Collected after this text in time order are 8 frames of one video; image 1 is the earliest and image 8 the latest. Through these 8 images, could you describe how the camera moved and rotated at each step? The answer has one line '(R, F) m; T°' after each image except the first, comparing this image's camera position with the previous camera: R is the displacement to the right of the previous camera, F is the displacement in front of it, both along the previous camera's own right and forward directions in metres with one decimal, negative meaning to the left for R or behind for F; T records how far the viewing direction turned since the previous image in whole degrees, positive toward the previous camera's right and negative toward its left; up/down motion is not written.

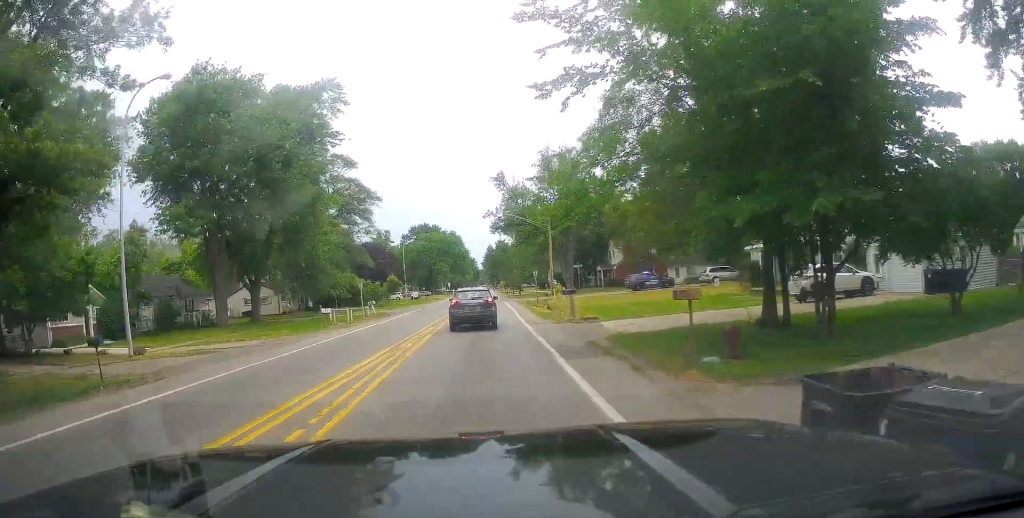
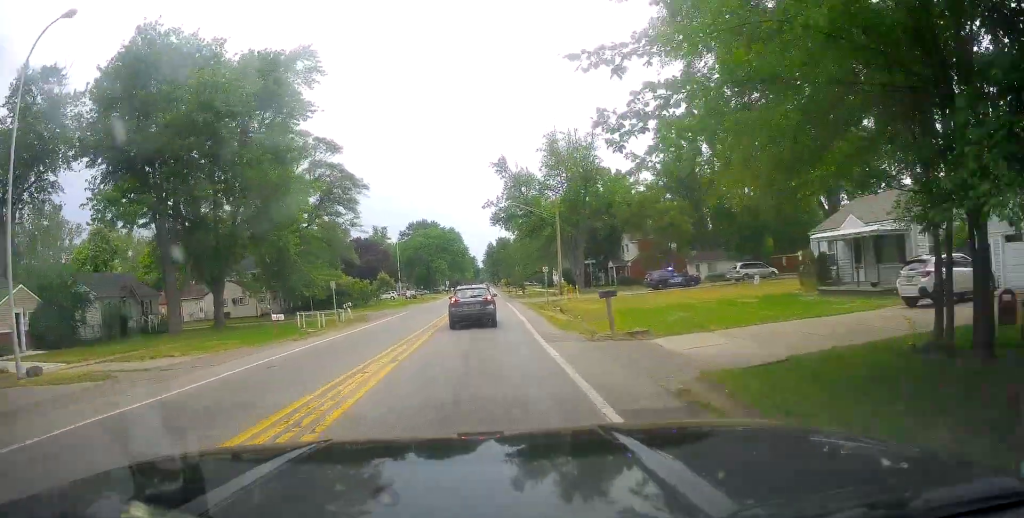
(+0.1, +7.7) m; +1°
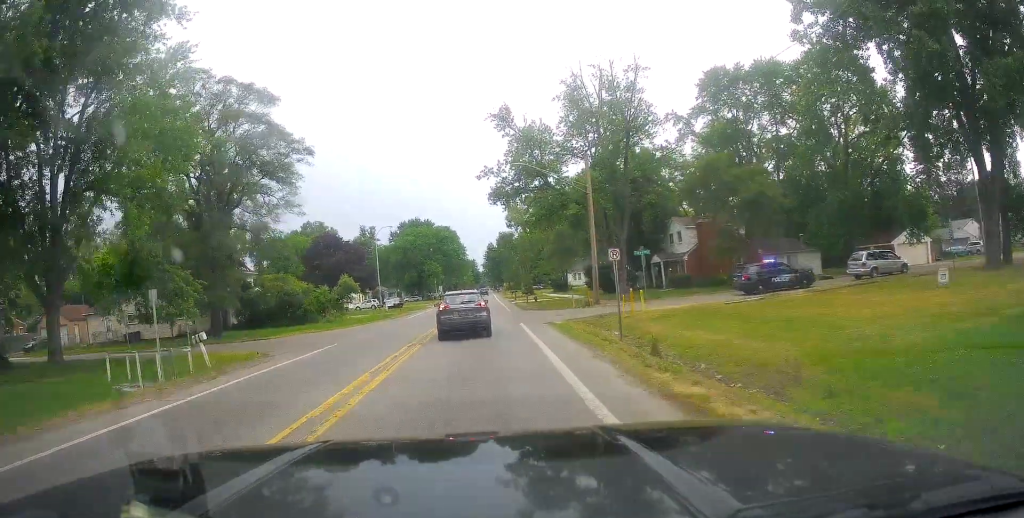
(+0.9, +20.6) m; +2°
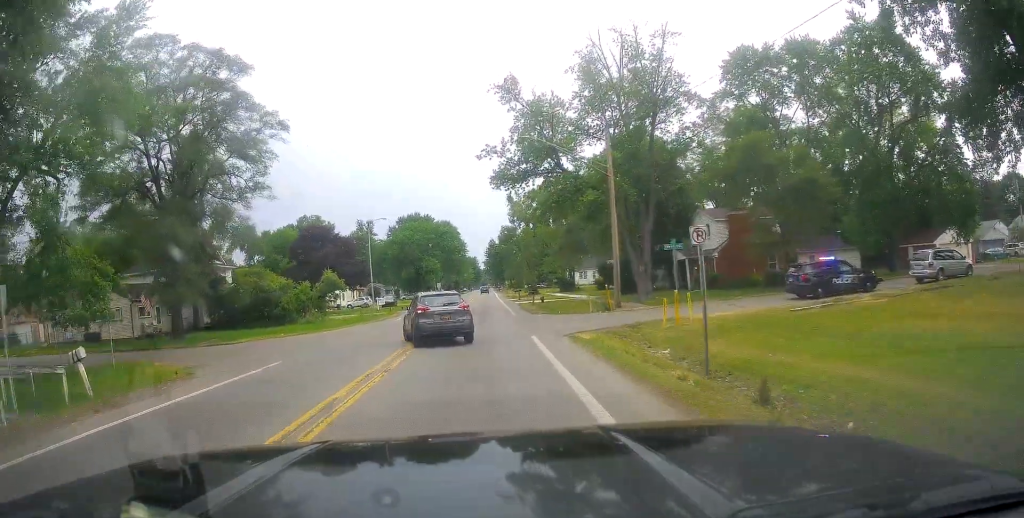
(0.0, +6.9) m; -1°
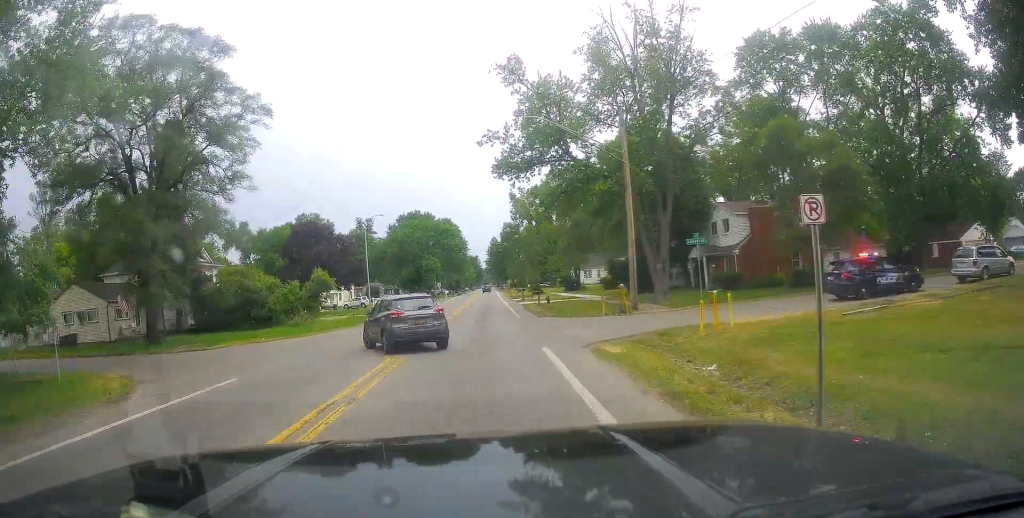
(-0.1, +3.9) m; 0°
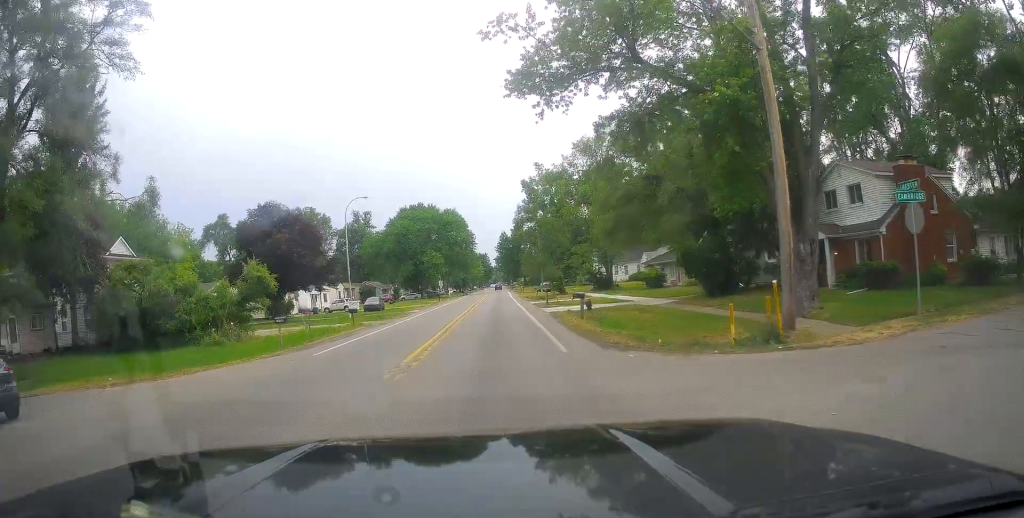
(0.0, +15.8) m; +2°
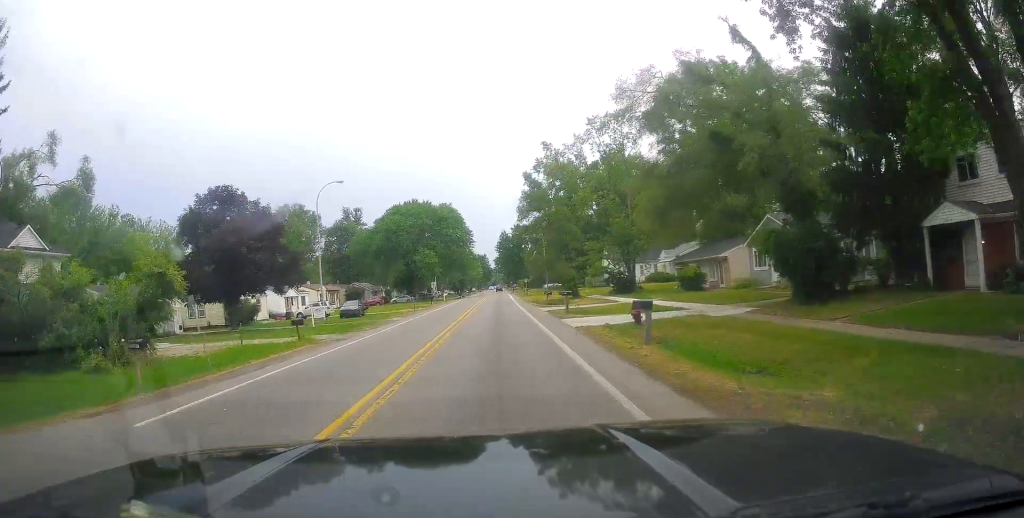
(-0.2, +9.1) m; -4°
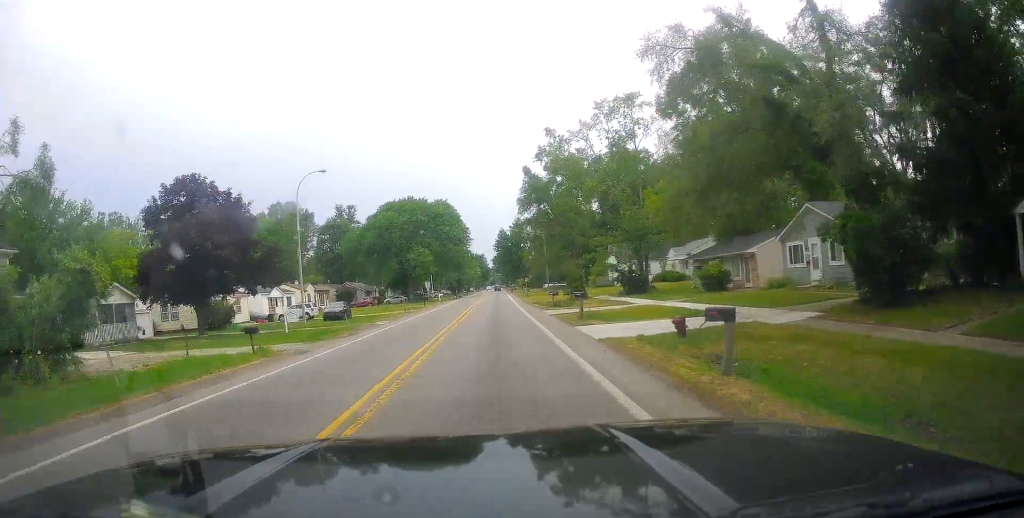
(-0.3, +4.5) m; 0°
